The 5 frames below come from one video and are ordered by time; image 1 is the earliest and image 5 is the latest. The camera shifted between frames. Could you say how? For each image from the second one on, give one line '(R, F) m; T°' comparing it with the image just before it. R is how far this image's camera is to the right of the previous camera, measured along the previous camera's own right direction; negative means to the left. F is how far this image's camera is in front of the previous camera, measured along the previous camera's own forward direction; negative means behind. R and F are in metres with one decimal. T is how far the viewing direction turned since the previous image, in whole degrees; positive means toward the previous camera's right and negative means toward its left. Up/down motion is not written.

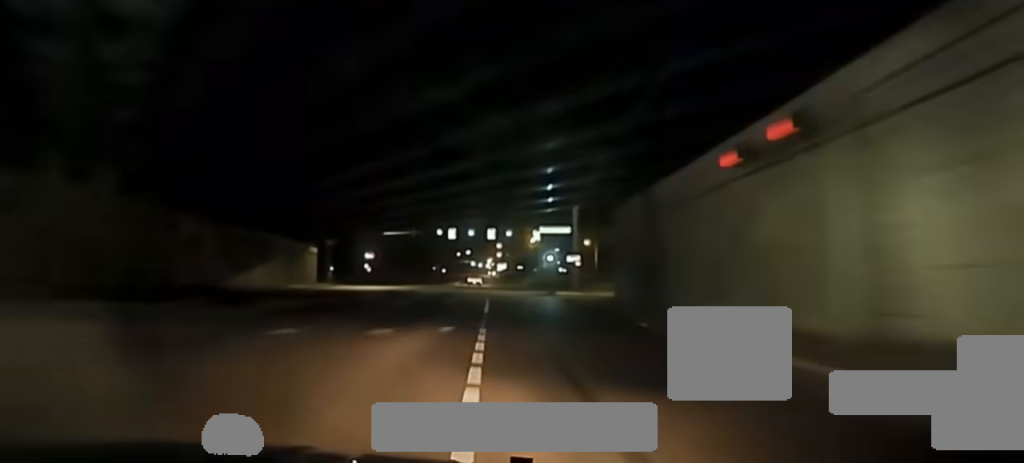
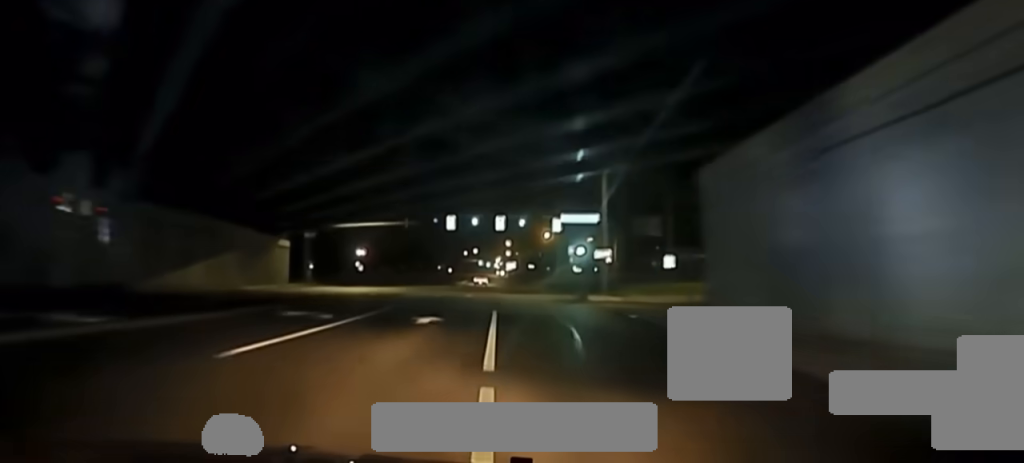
(-0.1, +19.8) m; 0°
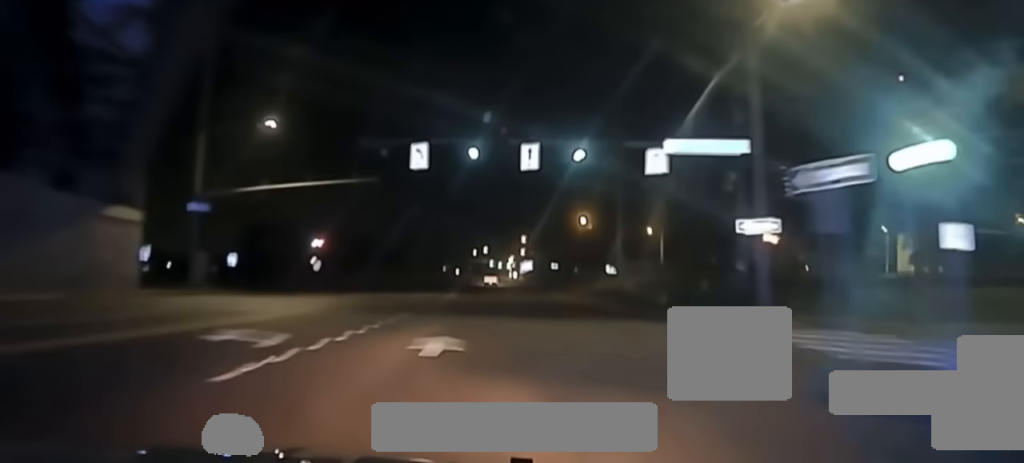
(-0.3, +40.4) m; 0°
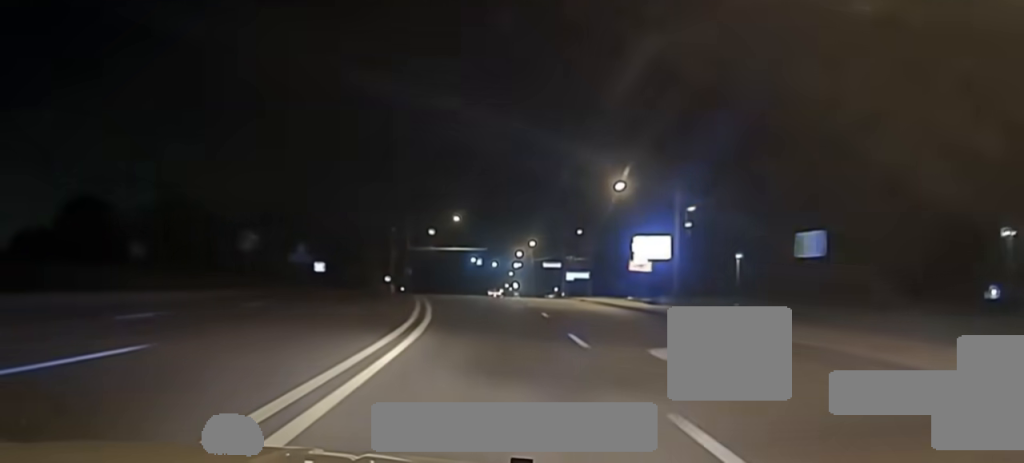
(+2.0, +224.0) m; +1°
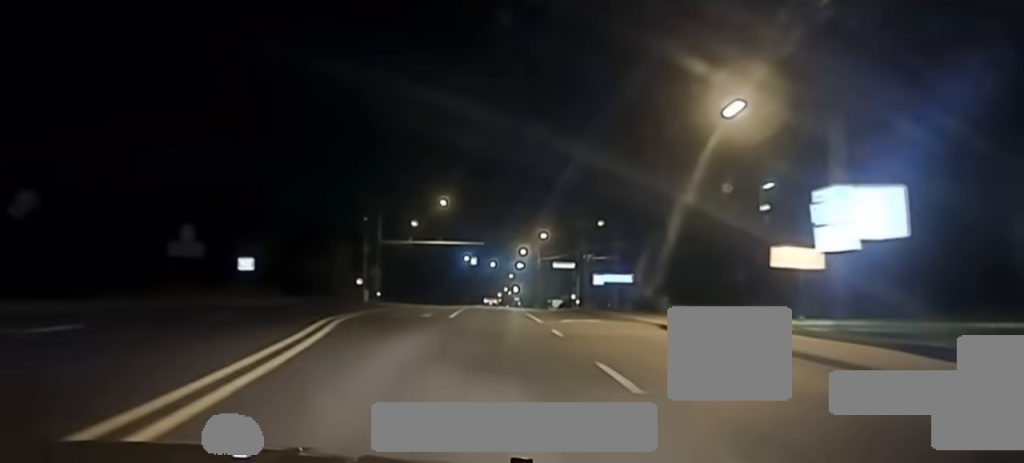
(-0.2, +28.8) m; 0°
